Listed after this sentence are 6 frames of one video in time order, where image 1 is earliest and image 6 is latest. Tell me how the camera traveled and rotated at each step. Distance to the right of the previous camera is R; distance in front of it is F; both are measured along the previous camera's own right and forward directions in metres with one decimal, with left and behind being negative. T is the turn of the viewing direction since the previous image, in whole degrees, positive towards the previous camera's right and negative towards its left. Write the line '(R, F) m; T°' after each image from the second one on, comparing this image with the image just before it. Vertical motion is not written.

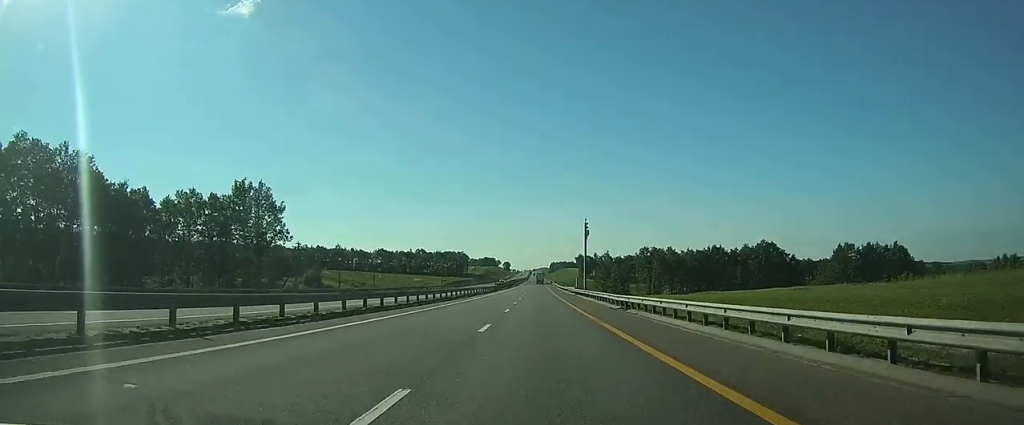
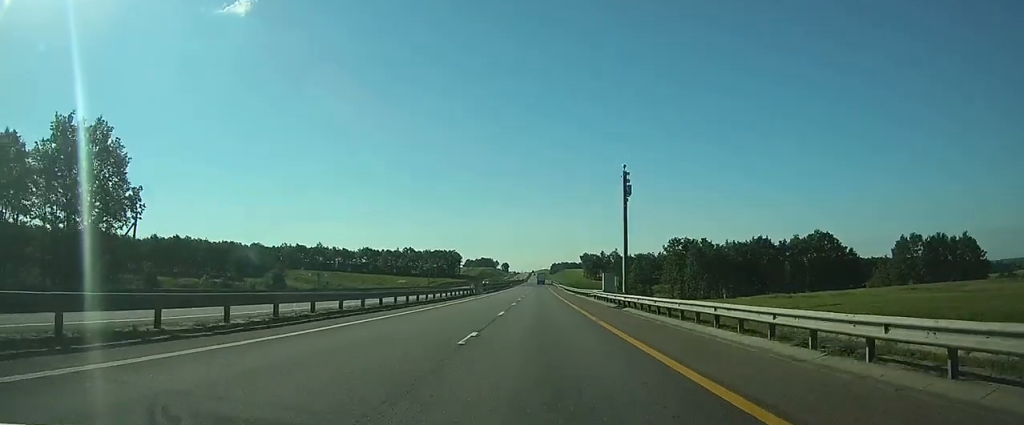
(0.0, +39.6) m; 0°
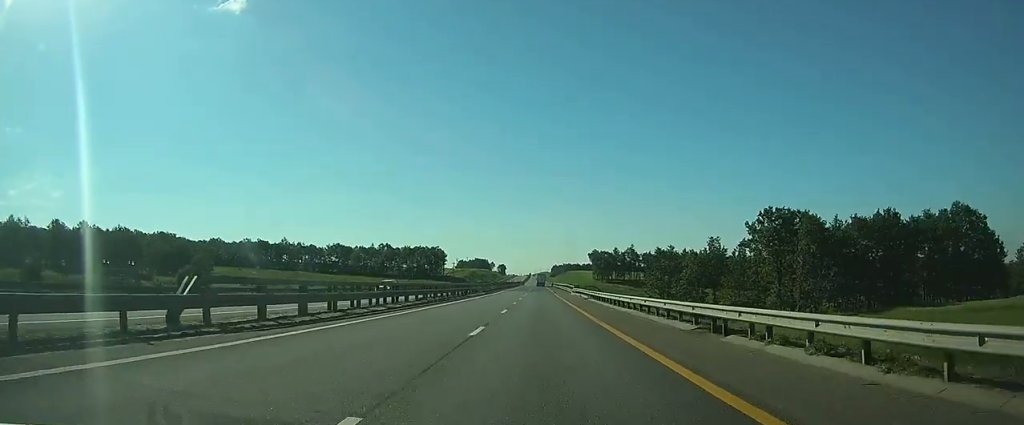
(-0.1, +57.8) m; 0°
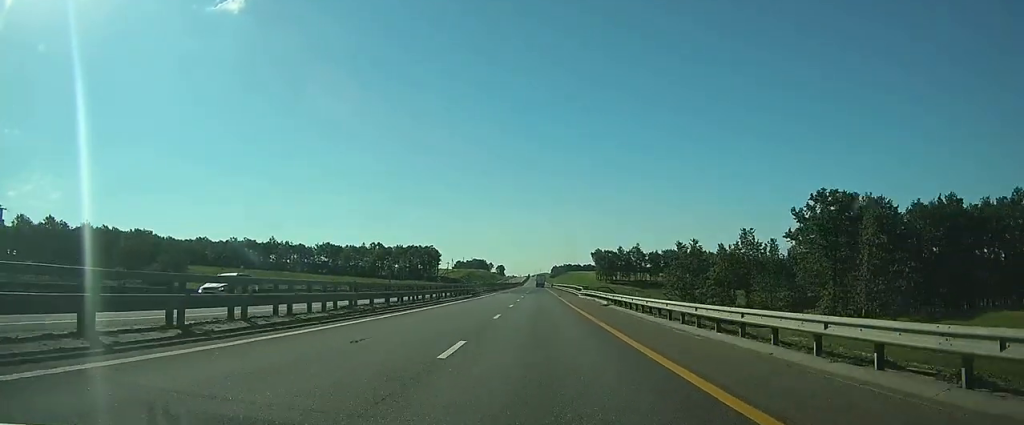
(0.0, +16.3) m; 0°
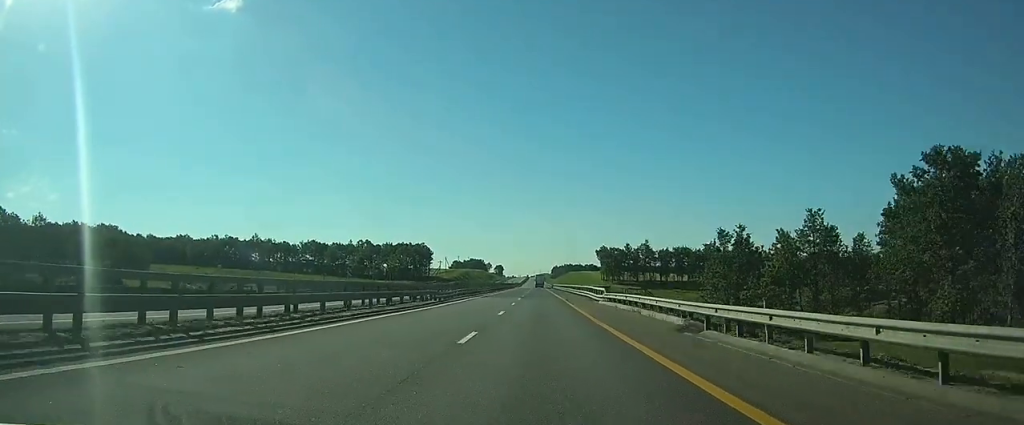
(0.0, +21.3) m; 0°
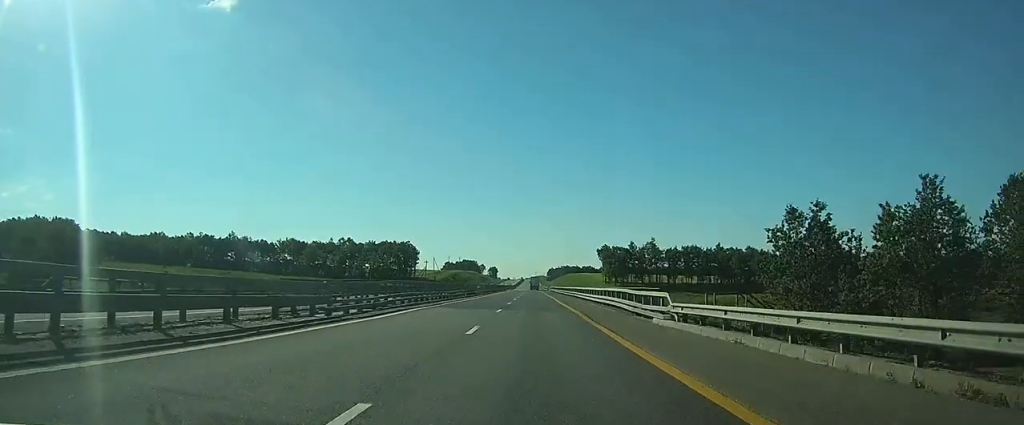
(0.0, +21.4) m; 0°
